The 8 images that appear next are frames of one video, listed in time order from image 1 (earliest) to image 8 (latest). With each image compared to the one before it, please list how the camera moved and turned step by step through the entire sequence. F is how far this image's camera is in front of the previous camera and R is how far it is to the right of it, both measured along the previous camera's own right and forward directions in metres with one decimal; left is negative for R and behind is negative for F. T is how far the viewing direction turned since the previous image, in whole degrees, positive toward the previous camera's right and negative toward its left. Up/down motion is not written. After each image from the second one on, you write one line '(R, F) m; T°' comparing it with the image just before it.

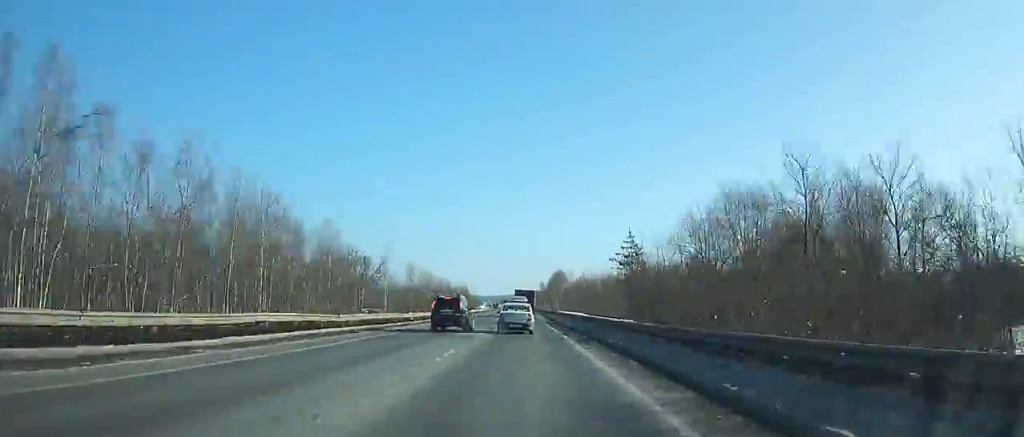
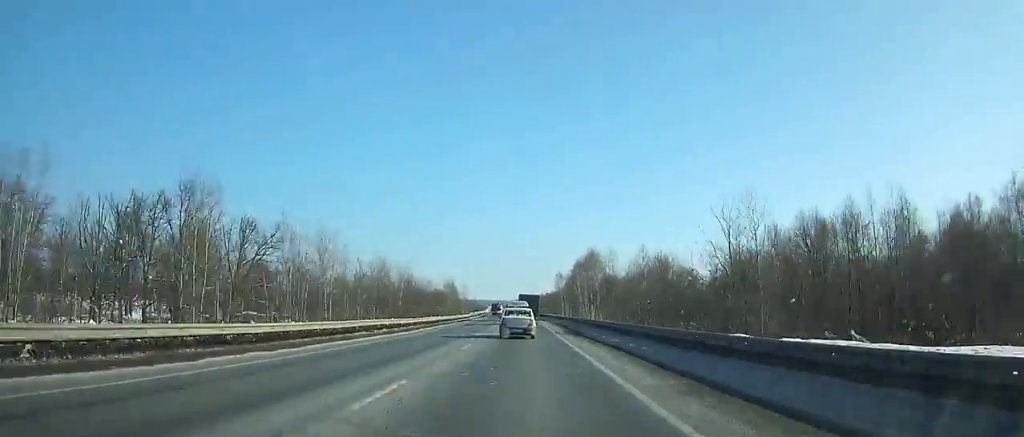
(-0.9, +79.9) m; -1°
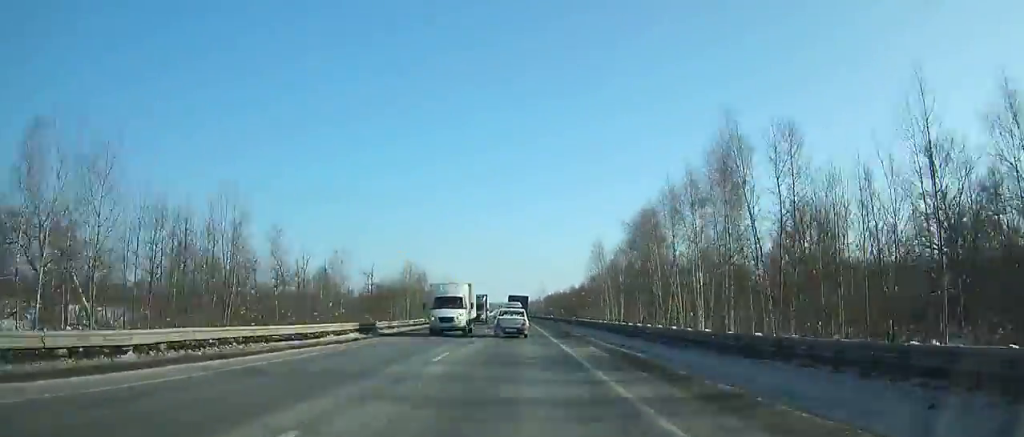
(-0.7, +76.8) m; -2°
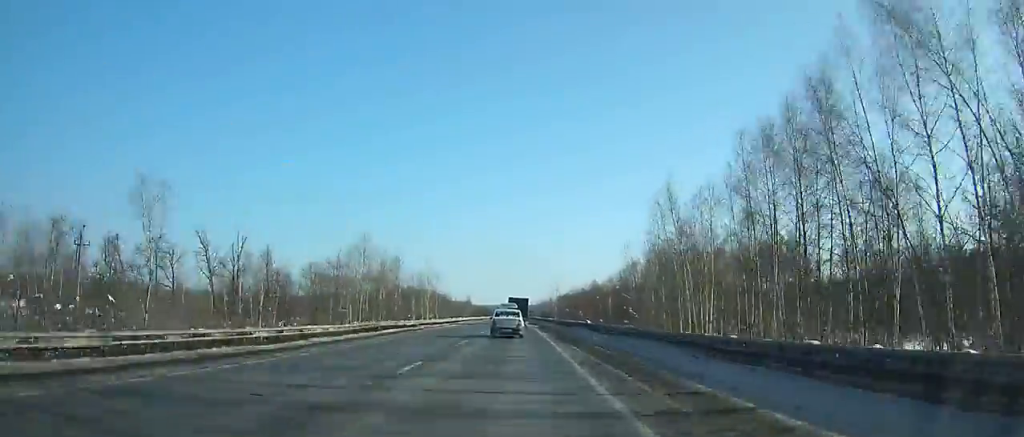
(-0.3, +39.4) m; -1°
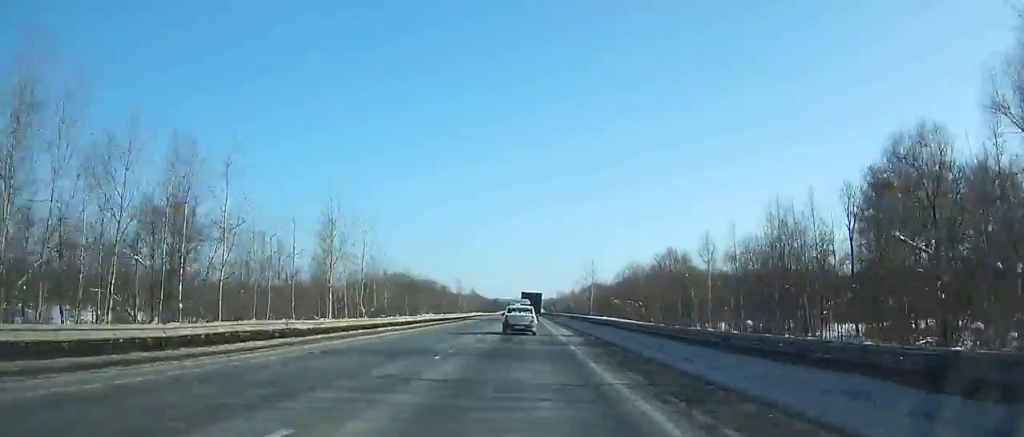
(-0.8, +69.7) m; -1°
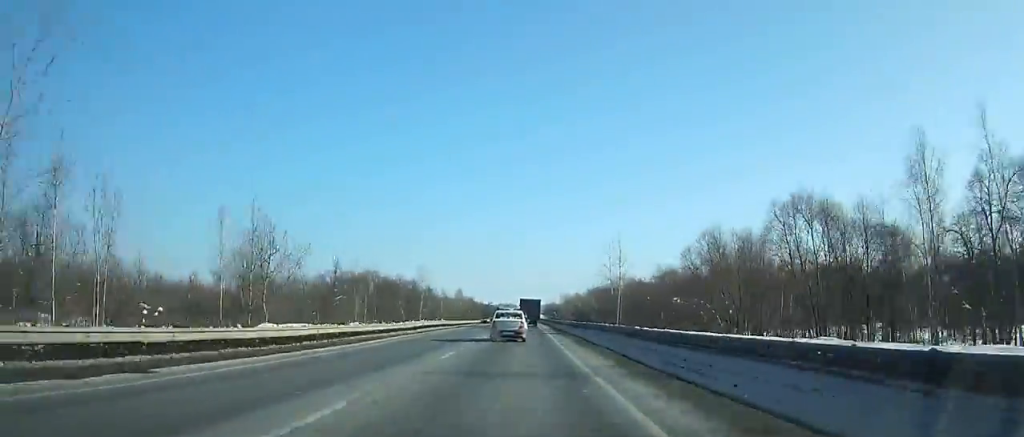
(0.0, +45.6) m; 0°
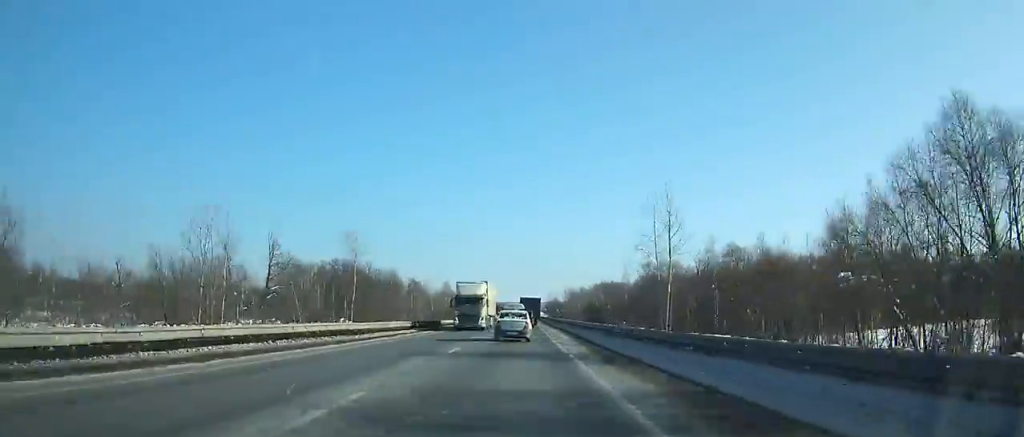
(0.0, +34.4) m; 0°
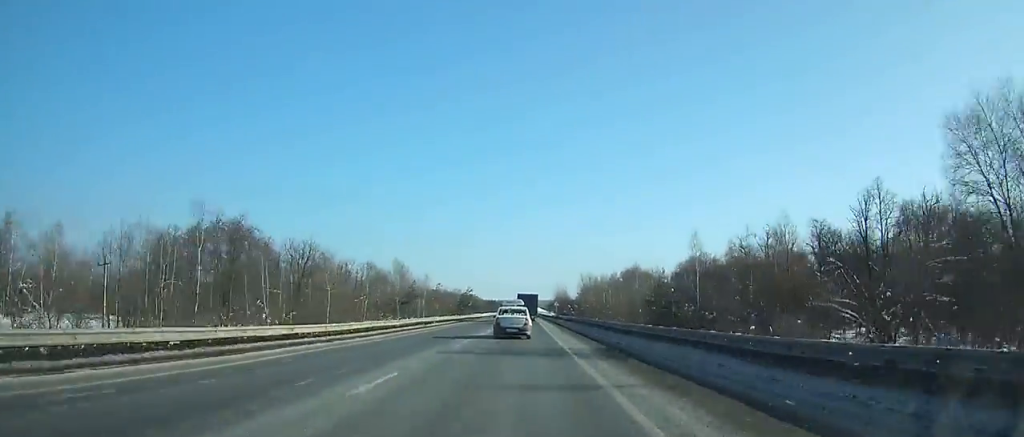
(0.0, +70.3) m; 0°
